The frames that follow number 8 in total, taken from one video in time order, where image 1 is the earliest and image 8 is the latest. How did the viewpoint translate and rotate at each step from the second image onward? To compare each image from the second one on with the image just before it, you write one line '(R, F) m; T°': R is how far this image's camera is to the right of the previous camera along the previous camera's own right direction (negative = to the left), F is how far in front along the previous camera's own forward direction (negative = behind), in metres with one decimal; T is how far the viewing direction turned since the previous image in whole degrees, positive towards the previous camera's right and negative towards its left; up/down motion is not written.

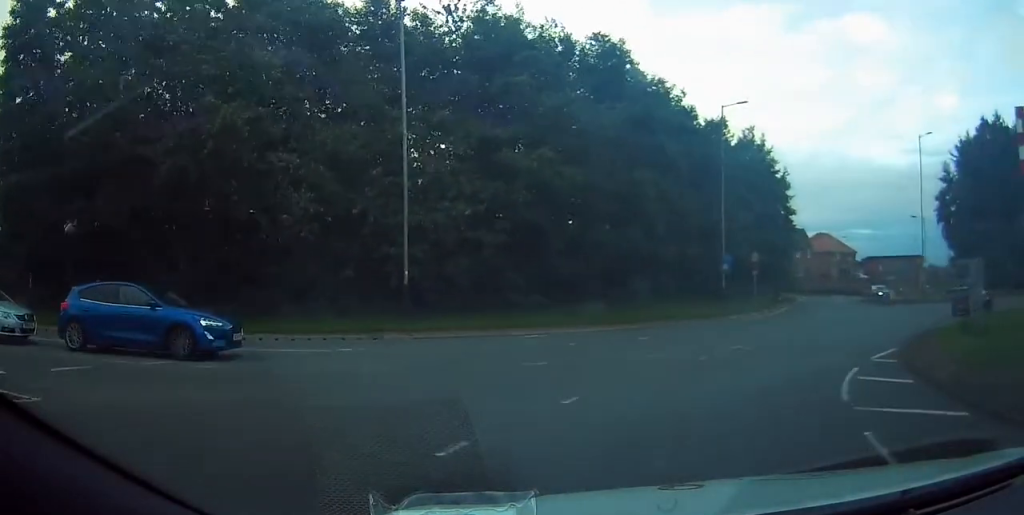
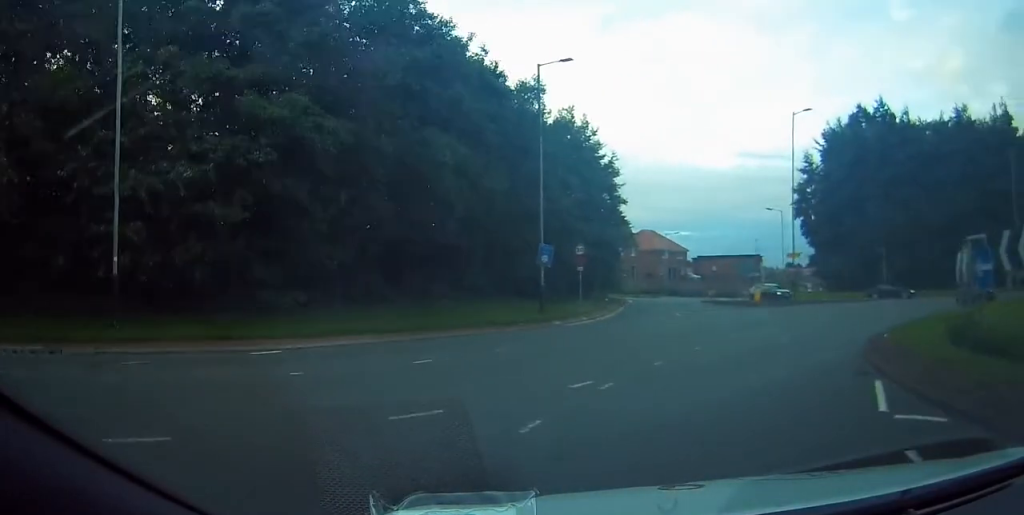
(+1.4, +7.1) m; +16°
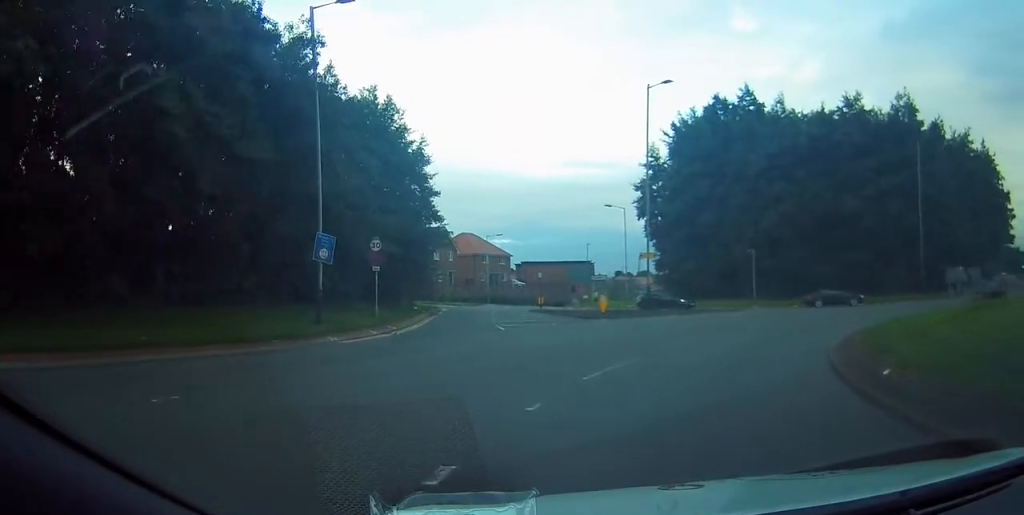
(+0.7, +7.4) m; +14°
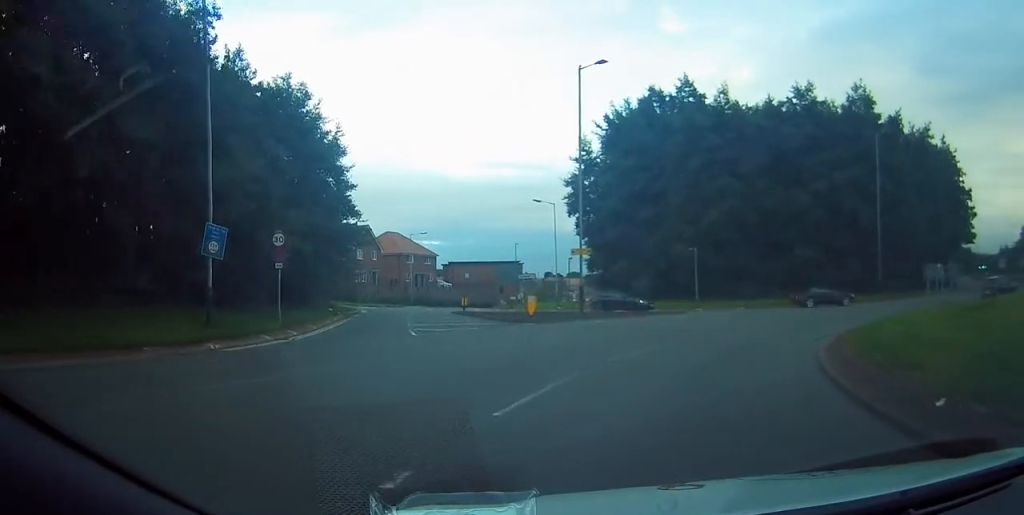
(+0.4, +3.2) m; +6°
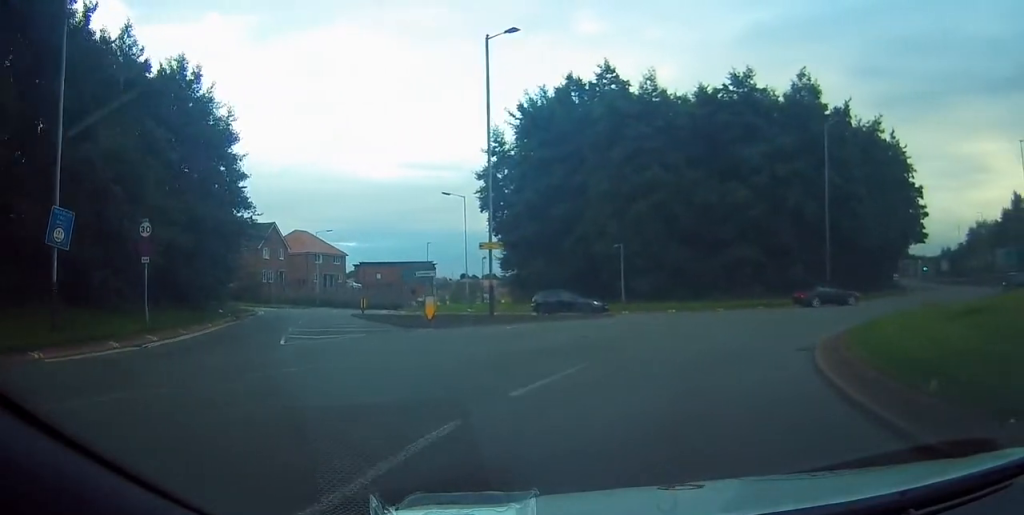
(+0.2, +4.2) m; +7°
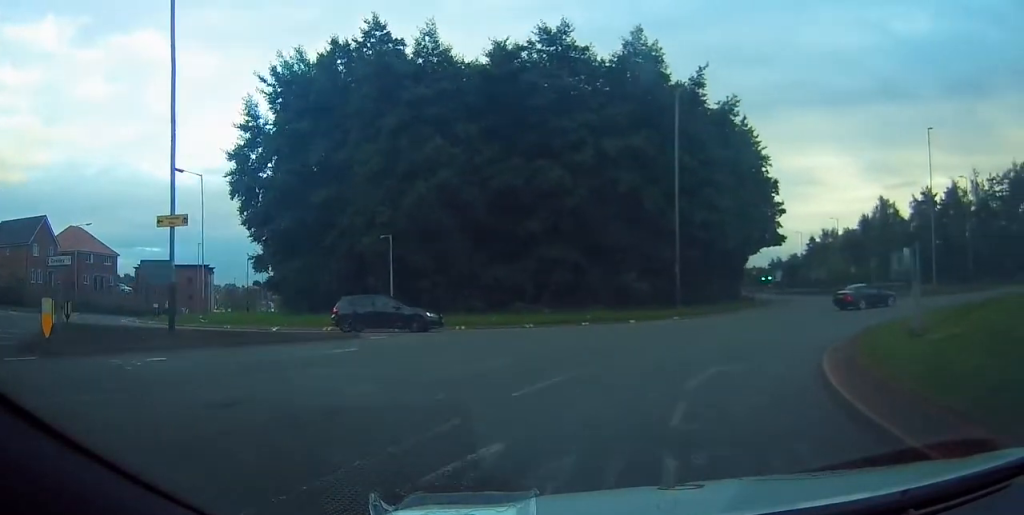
(+1.6, +10.5) m; +19°
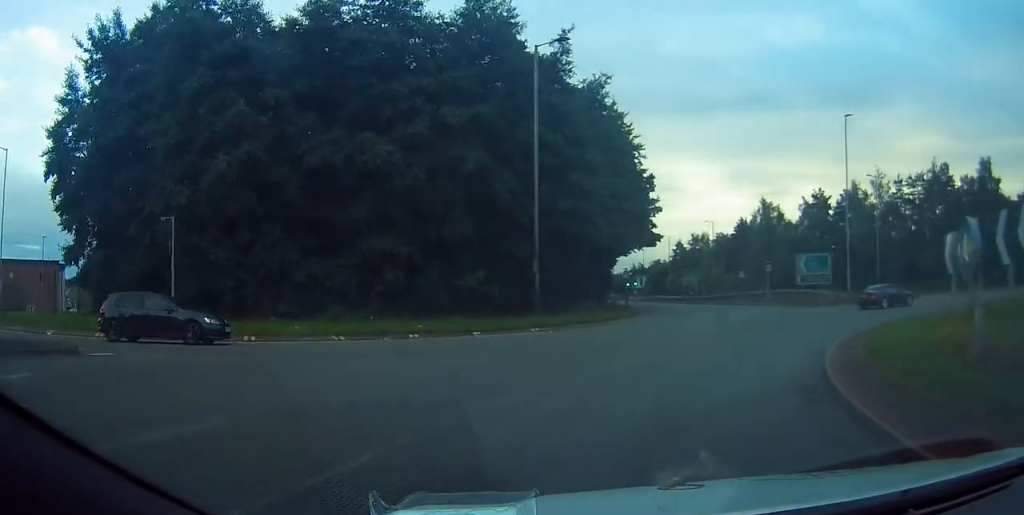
(+0.9, +6.9) m; +14°
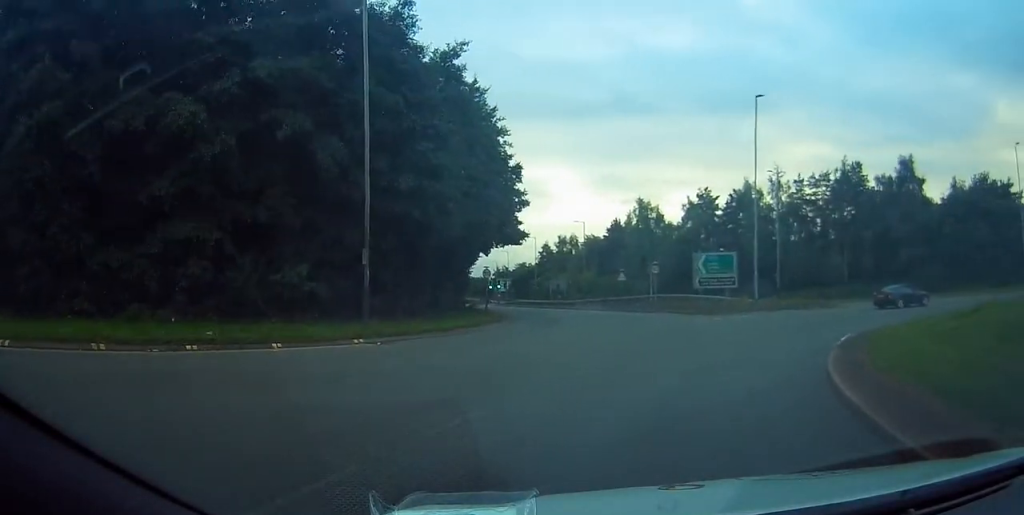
(+0.7, +6.3) m; +11°
